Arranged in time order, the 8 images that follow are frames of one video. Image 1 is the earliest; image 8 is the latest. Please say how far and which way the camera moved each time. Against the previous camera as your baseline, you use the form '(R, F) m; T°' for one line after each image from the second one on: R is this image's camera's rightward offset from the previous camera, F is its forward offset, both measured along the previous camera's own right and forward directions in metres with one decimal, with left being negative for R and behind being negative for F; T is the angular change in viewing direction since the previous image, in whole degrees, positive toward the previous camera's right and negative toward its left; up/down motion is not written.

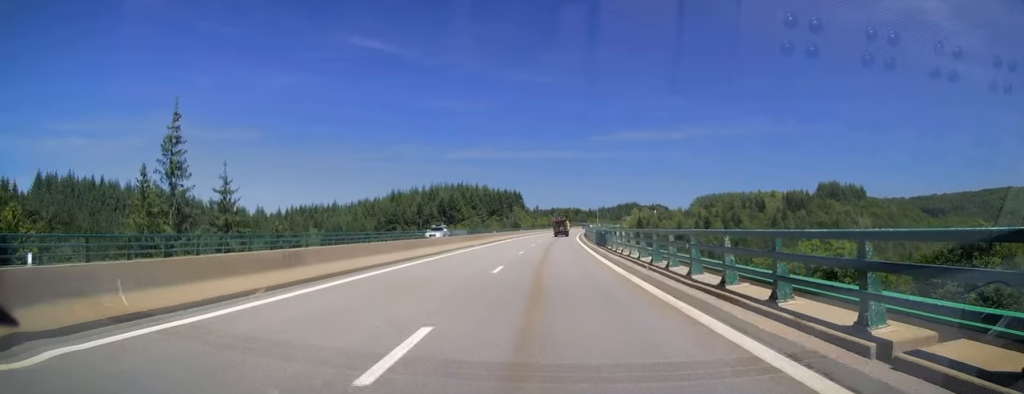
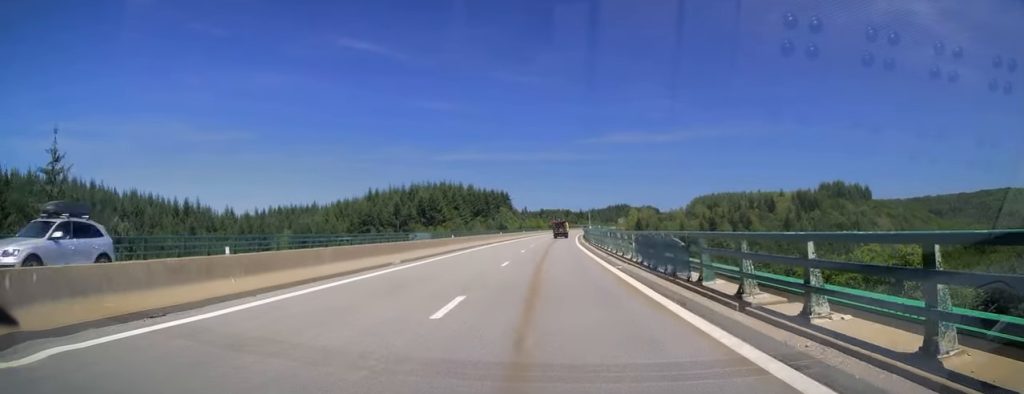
(+0.2, +22.0) m; +1°
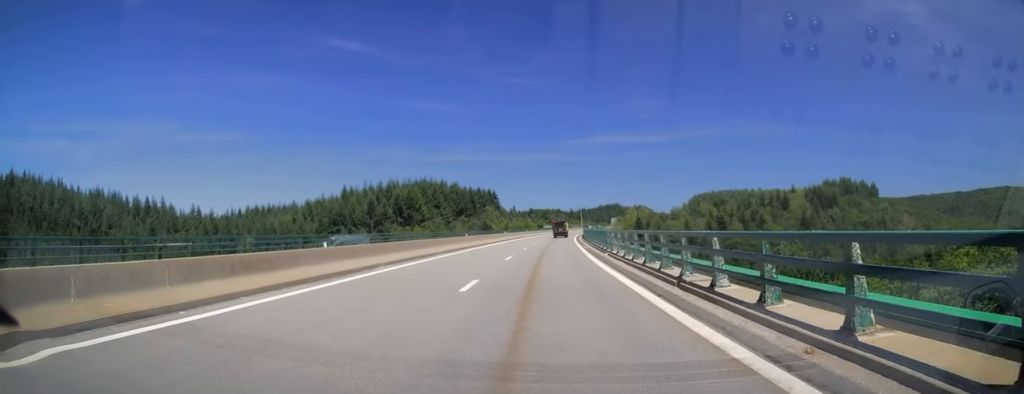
(0.0, +22.0) m; +1°
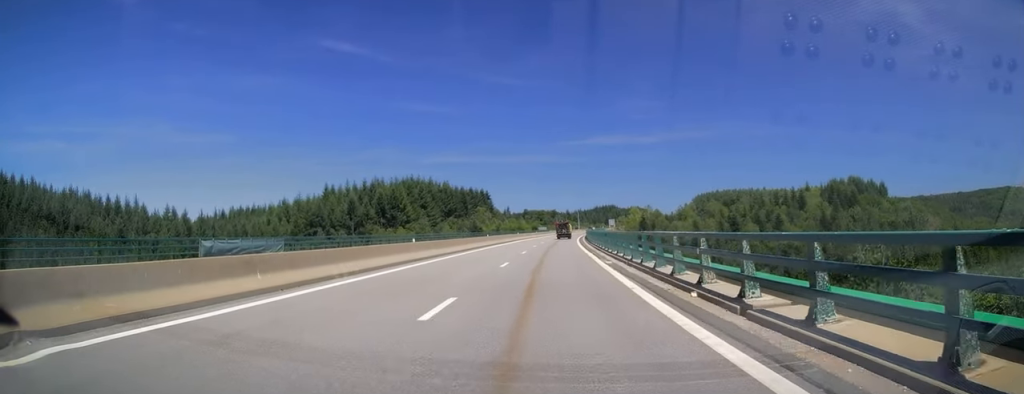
(+0.2, +17.1) m; +1°
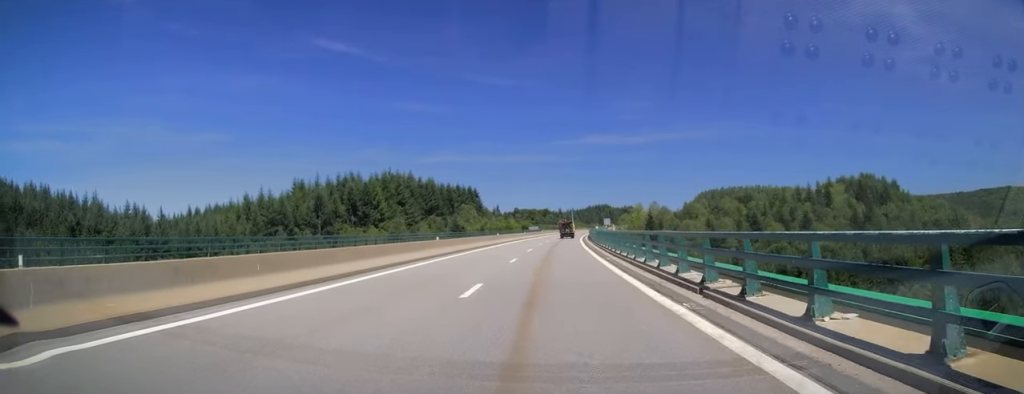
(+0.2, +23.0) m; +1°
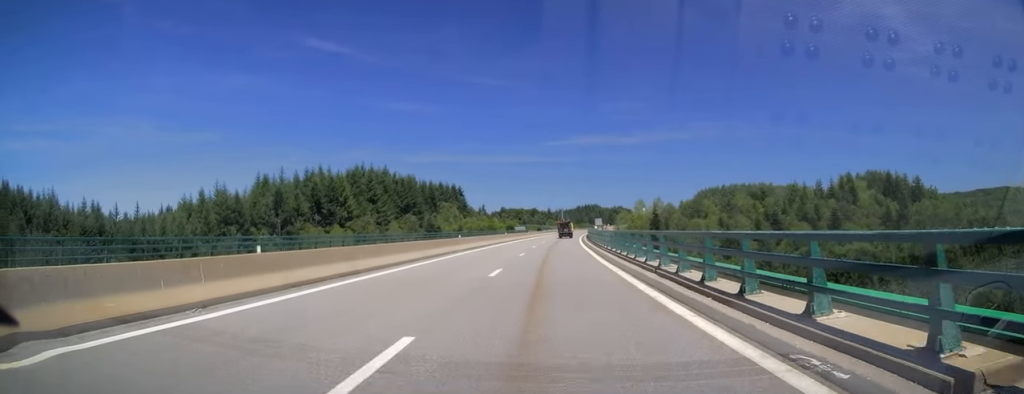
(0.0, +20.6) m; +1°
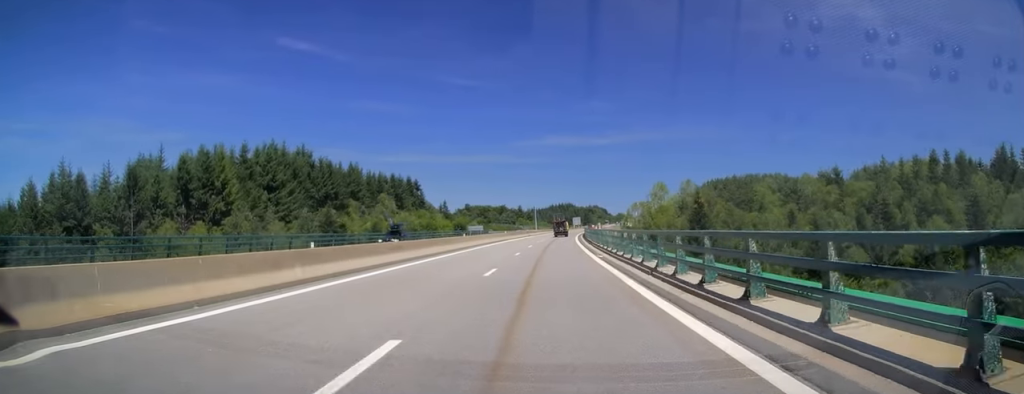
(+1.0, +52.6) m; +2°
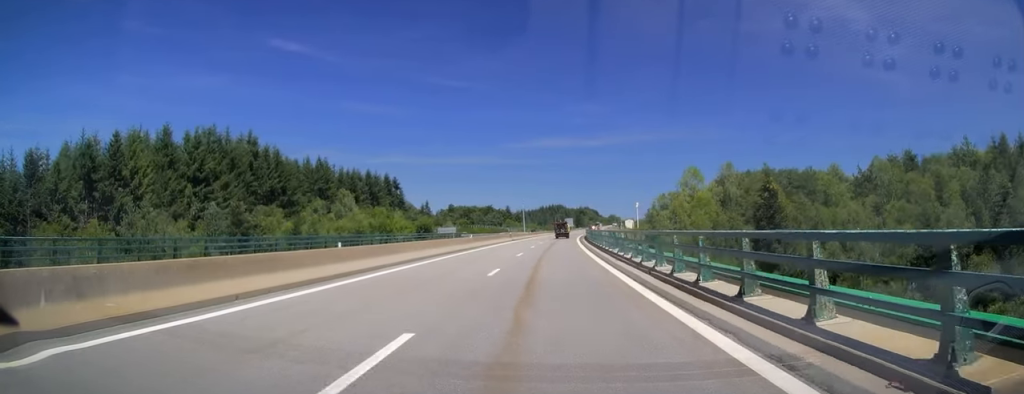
(+0.2, +25.6) m; +2°
